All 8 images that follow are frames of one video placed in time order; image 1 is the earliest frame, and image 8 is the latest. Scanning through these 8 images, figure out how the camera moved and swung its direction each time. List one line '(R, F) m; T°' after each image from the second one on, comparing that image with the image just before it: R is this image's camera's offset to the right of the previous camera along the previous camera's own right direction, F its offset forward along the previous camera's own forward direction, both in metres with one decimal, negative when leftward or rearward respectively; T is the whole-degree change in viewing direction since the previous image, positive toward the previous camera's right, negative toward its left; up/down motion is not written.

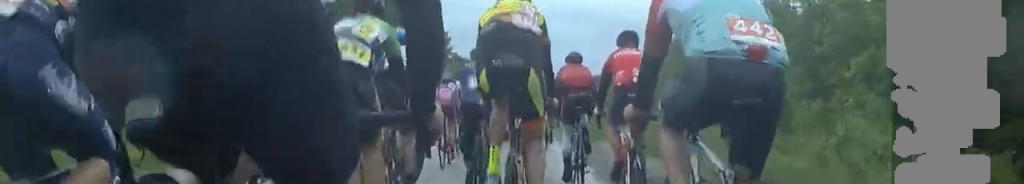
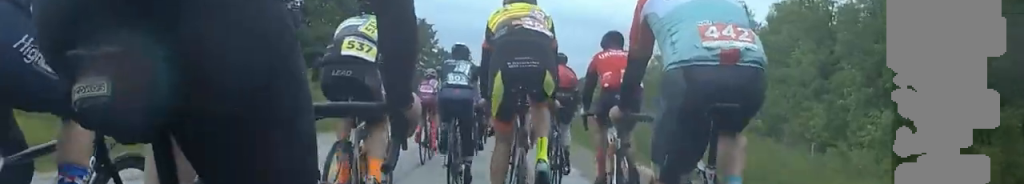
(0.0, +8.6) m; 0°
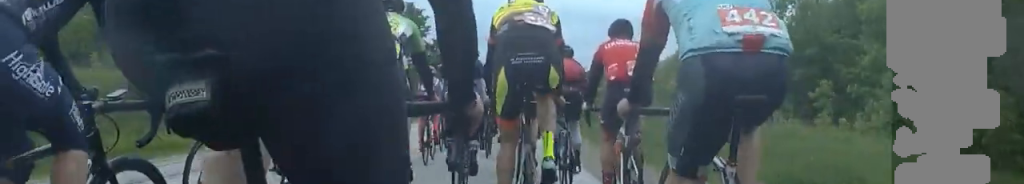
(0.0, +14.1) m; 0°
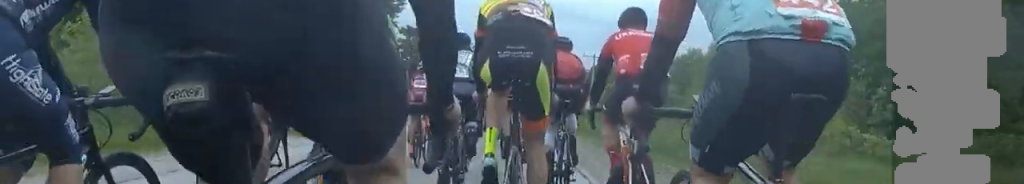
(0.0, +21.0) m; 0°
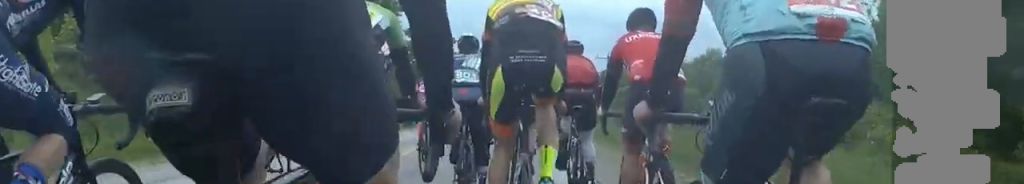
(0.0, +4.1) m; 0°
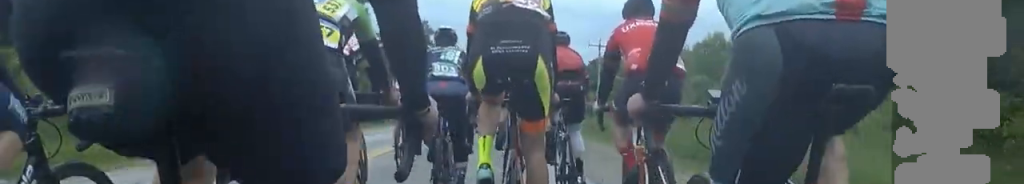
(0.0, +7.3) m; 0°
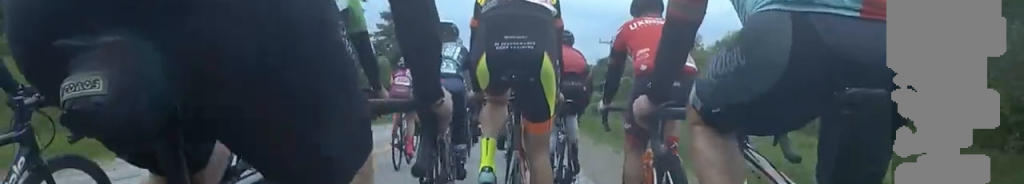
(0.0, +4.5) m; 0°
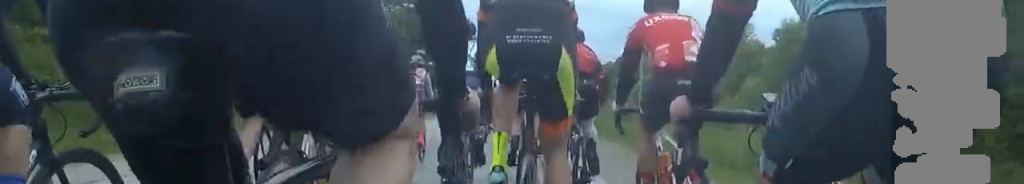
(0.0, +12.3) m; 0°
